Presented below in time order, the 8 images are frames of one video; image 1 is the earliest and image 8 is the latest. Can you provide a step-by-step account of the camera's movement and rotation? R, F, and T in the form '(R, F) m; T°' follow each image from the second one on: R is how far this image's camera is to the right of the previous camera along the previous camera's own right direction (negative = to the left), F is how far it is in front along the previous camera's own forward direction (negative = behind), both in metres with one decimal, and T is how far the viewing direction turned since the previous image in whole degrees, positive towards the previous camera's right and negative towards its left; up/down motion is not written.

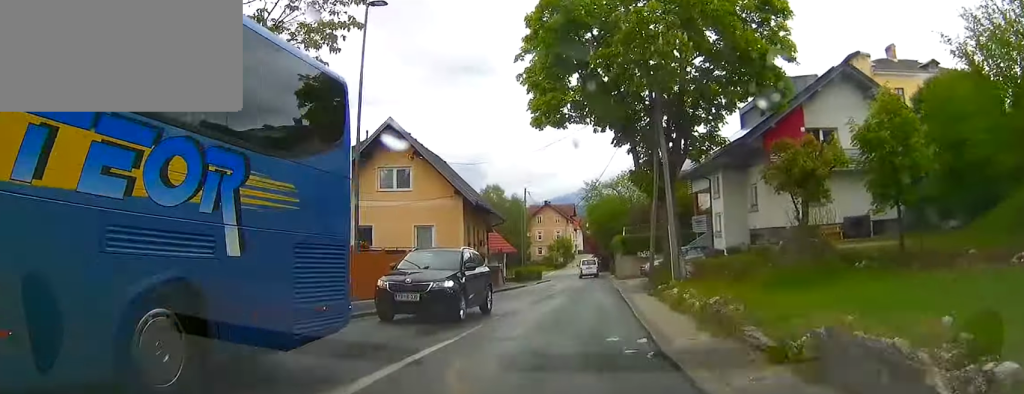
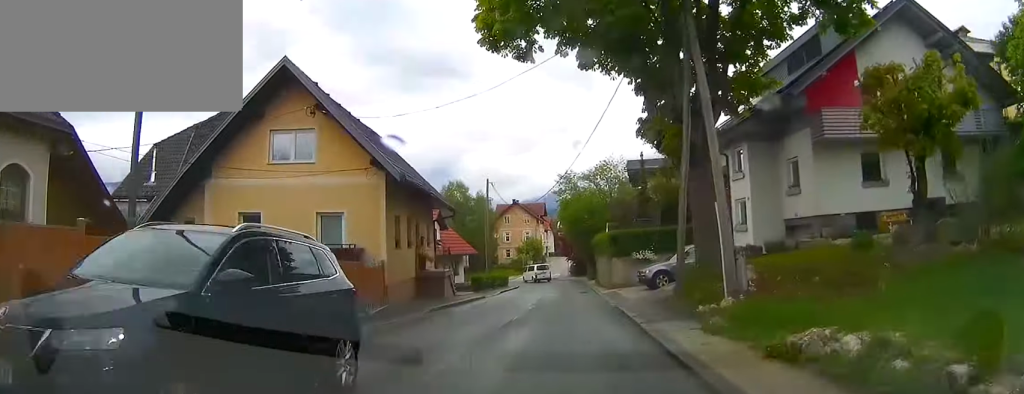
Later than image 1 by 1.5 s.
(+0.8, +8.1) m; +5°
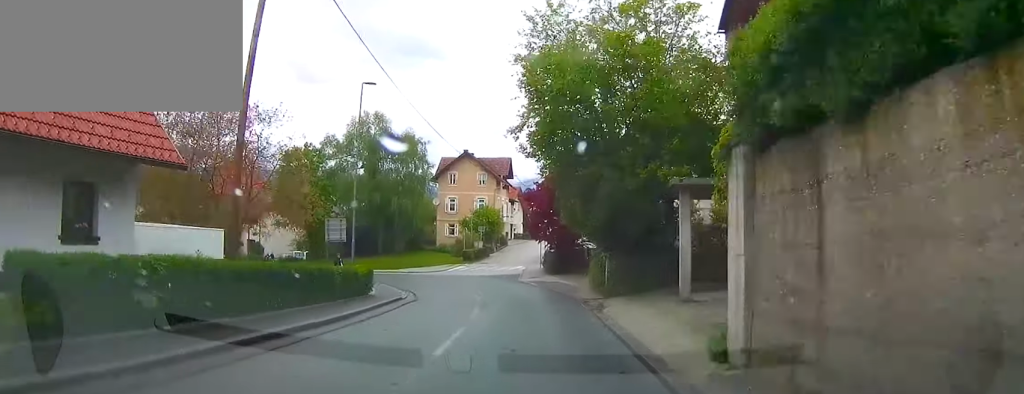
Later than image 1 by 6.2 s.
(+2.5, +28.2) m; +4°
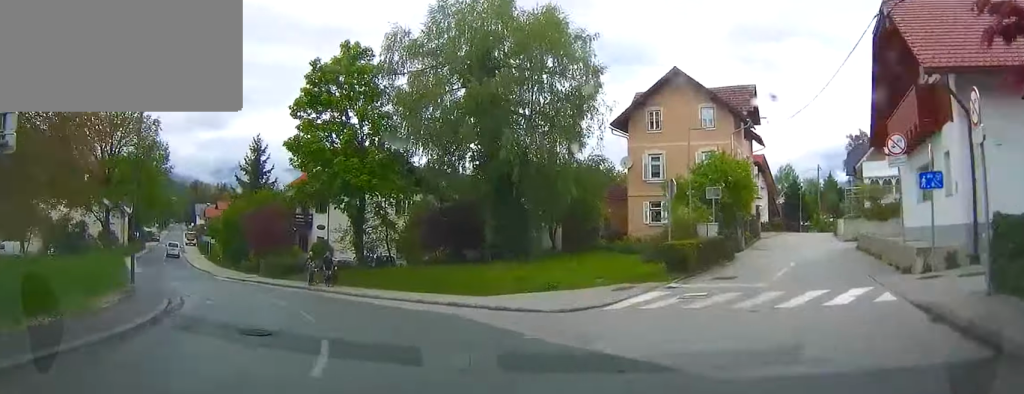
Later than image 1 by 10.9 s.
(-5.3, +31.4) m; -28°
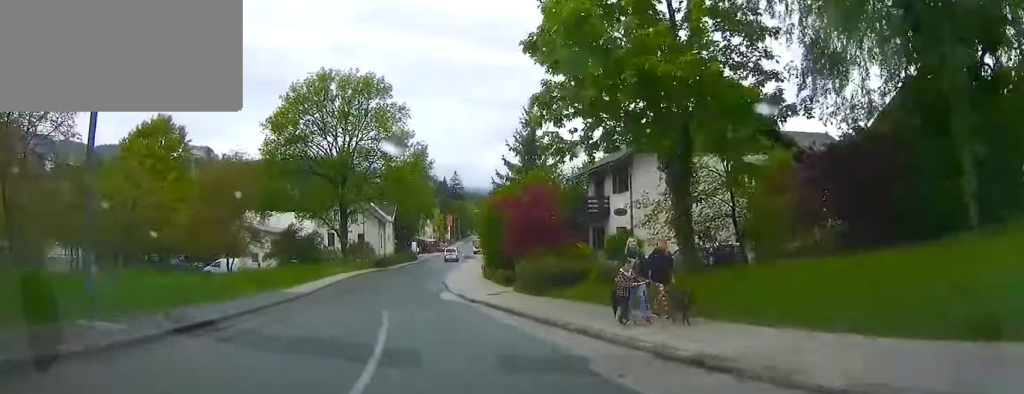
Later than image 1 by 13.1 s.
(-2.3, +15.6) m; -18°
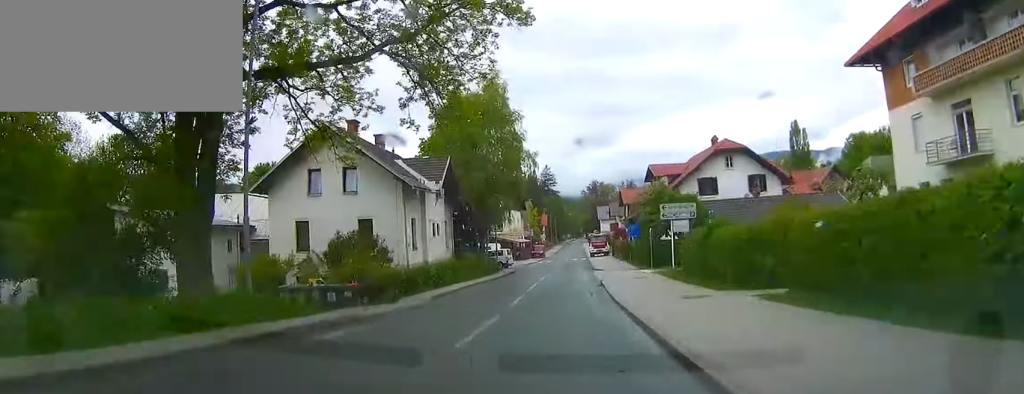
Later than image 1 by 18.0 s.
(-9.9, +40.3) m; -12°
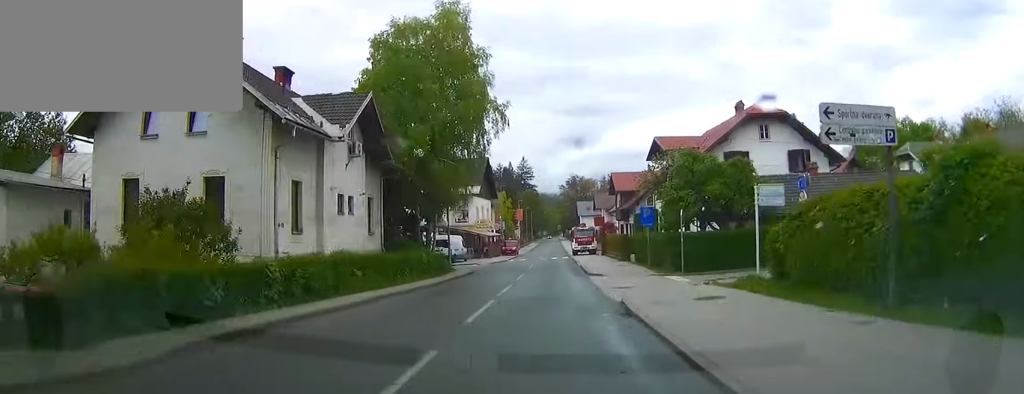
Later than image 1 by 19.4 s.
(+0.4, +13.2) m; +1°
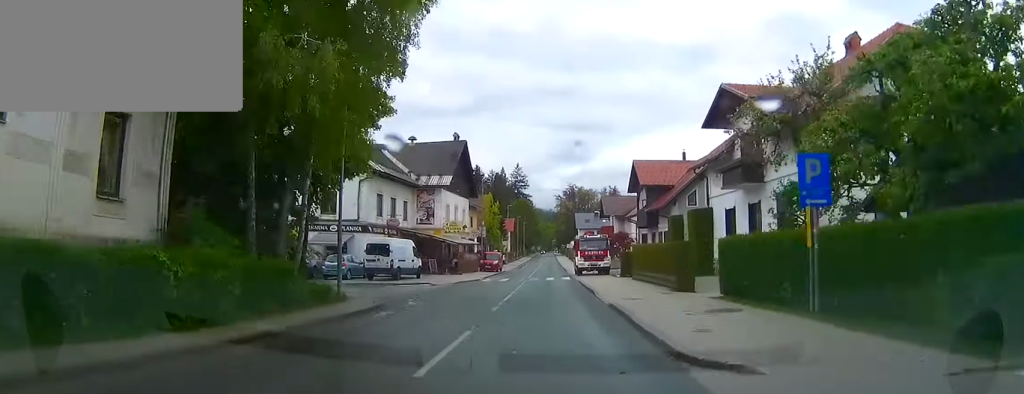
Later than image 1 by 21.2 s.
(+0.7, +17.4) m; +2°
